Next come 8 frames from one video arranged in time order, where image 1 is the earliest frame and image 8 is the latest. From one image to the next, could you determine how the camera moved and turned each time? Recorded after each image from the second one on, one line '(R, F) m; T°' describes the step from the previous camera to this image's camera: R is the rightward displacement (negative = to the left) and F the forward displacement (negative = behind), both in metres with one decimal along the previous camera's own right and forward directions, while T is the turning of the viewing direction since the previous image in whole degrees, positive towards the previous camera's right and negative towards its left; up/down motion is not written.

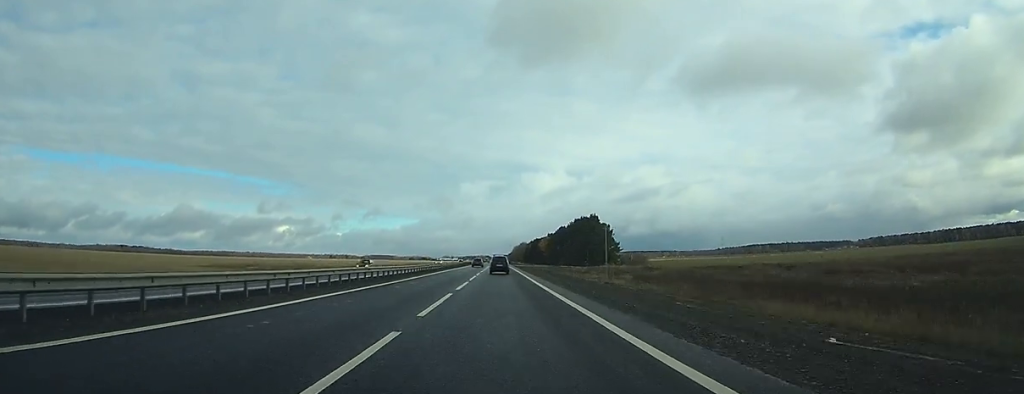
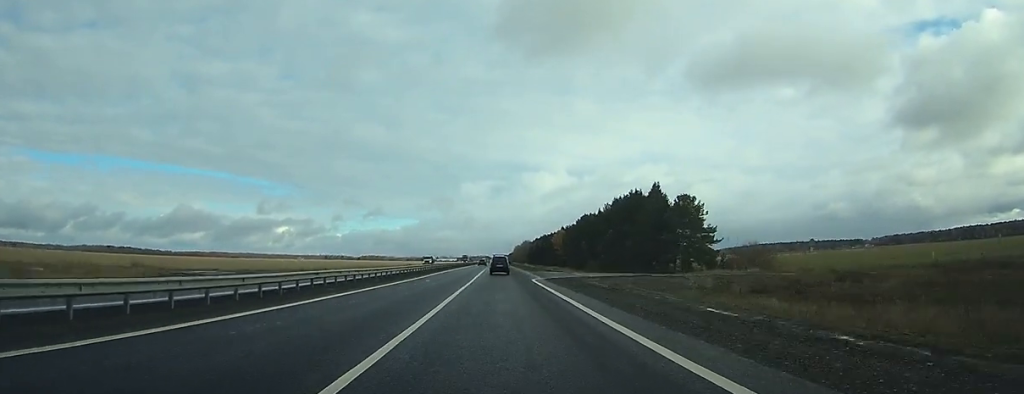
(-0.7, +72.9) m; 0°
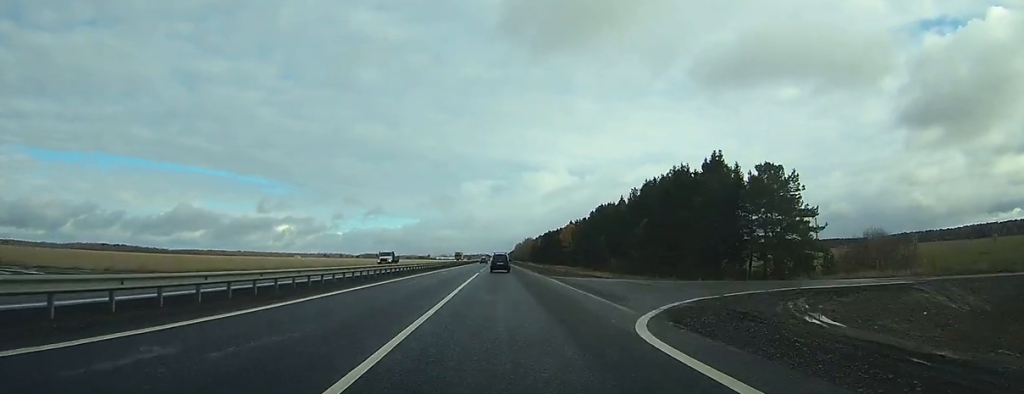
(-0.1, +31.9) m; 0°
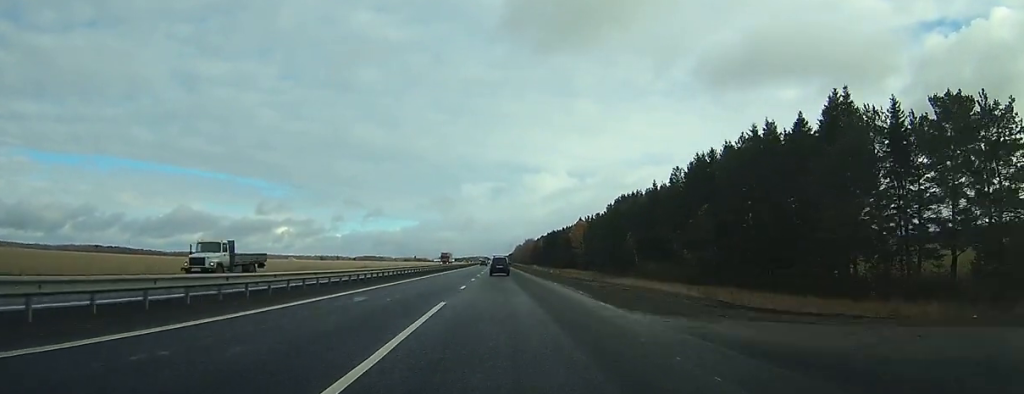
(+0.2, +31.8) m; 0°
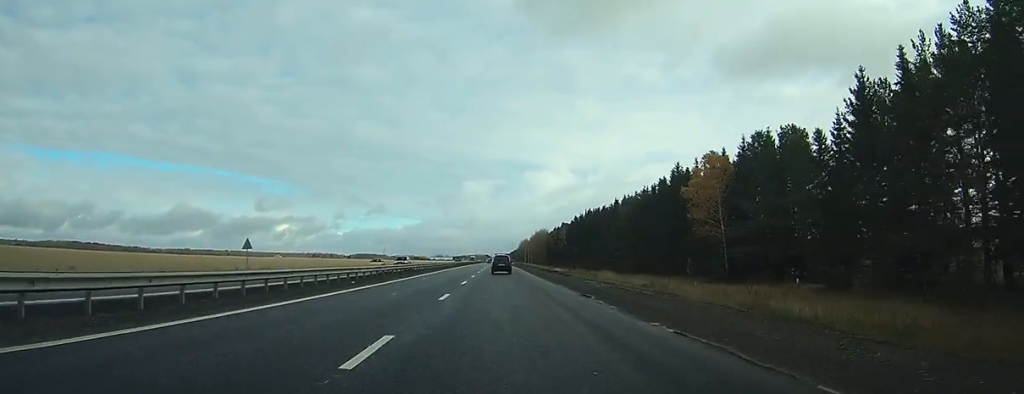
(+0.5, +115.6) m; 0°
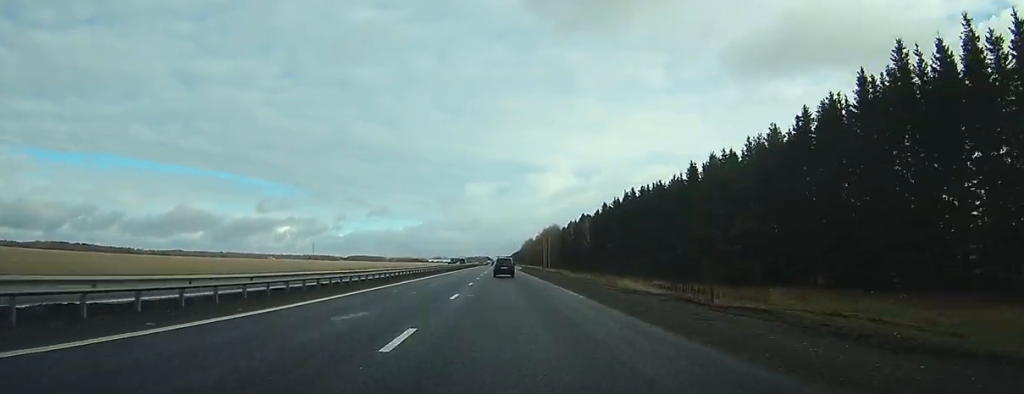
(0.0, +55.8) m; +1°
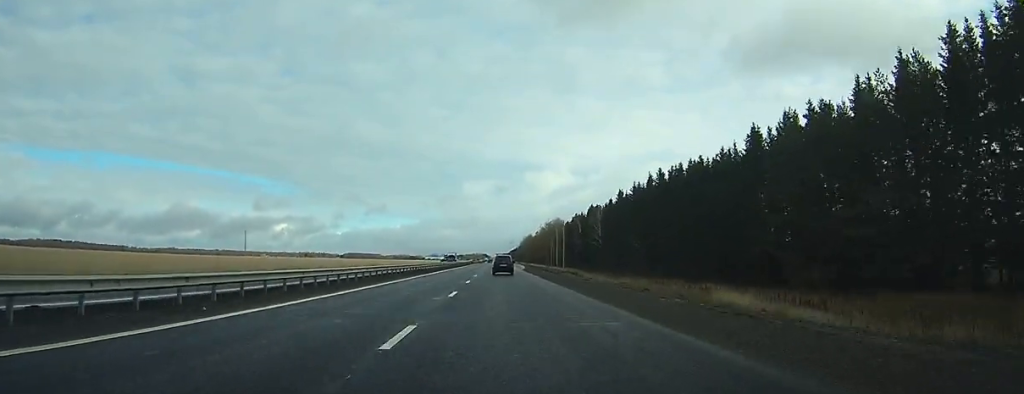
(+0.2, +24.4) m; 0°
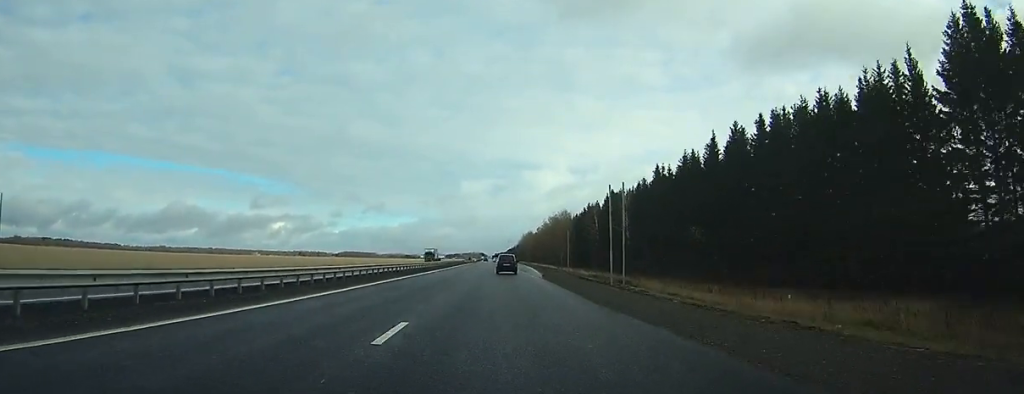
(+0.3, +37.2) m; 0°
